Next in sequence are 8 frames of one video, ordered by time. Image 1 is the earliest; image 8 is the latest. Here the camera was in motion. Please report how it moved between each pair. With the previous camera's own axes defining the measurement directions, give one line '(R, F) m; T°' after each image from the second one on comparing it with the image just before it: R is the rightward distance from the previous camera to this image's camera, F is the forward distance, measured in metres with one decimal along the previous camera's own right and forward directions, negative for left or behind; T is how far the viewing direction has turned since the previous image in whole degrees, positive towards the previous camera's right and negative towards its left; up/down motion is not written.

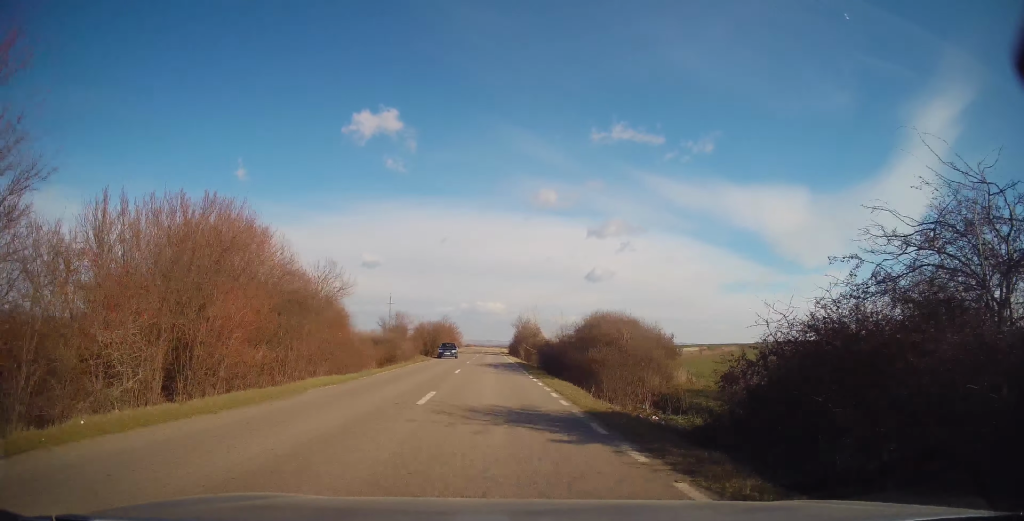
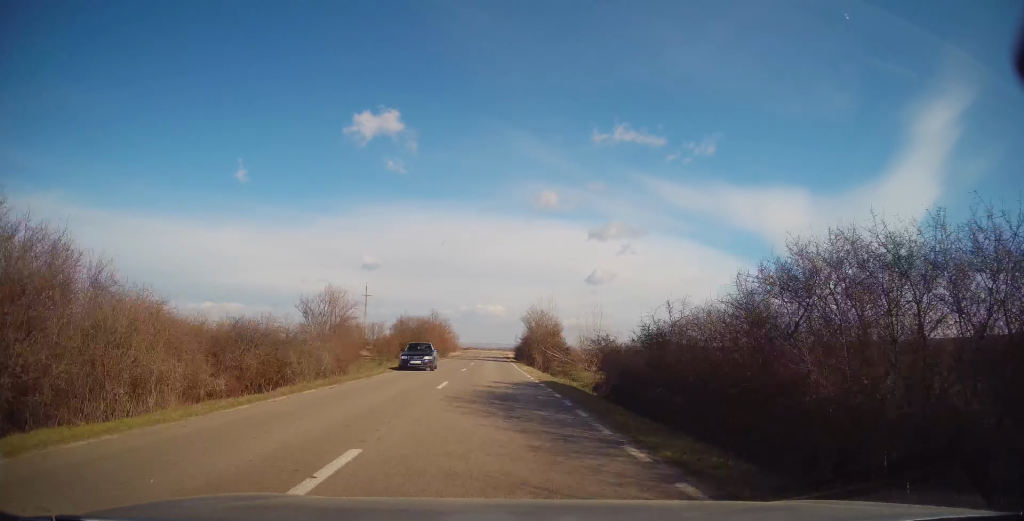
(0.0, +20.1) m; 0°
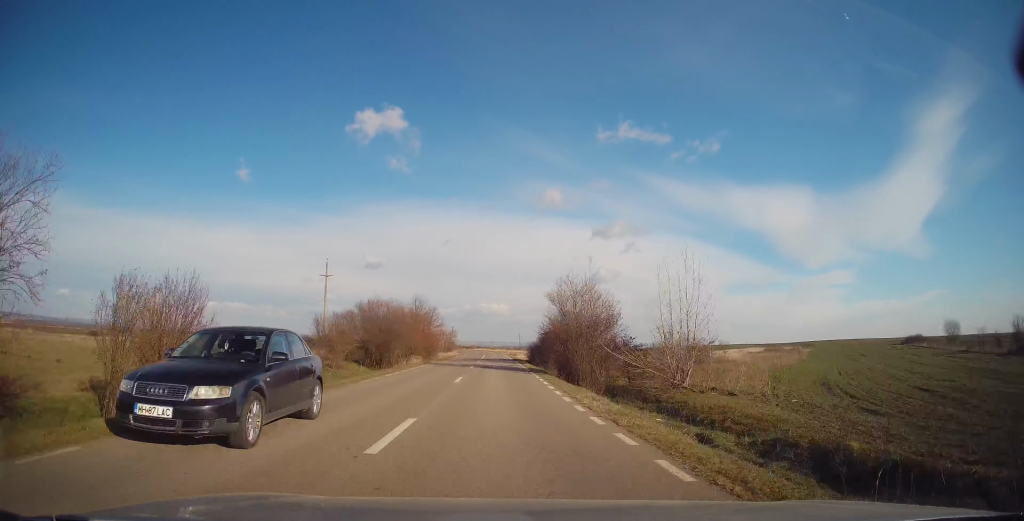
(0.0, +20.4) m; 0°
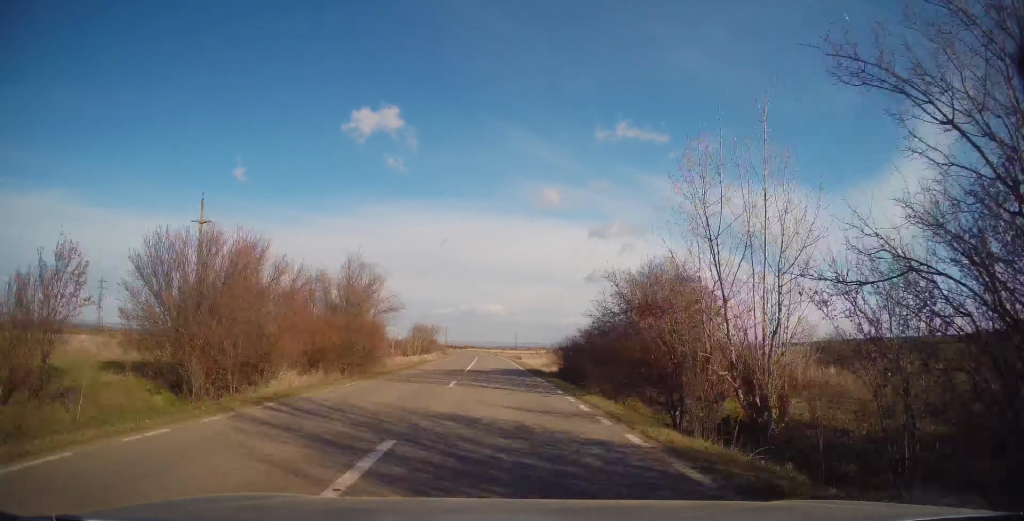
(+0.1, +26.4) m; 0°
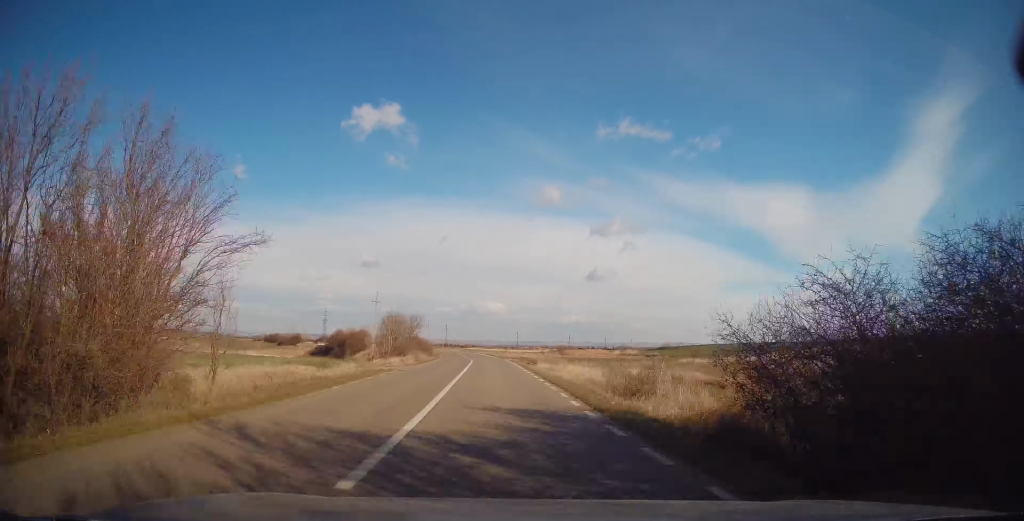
(0.0, +21.3) m; 0°
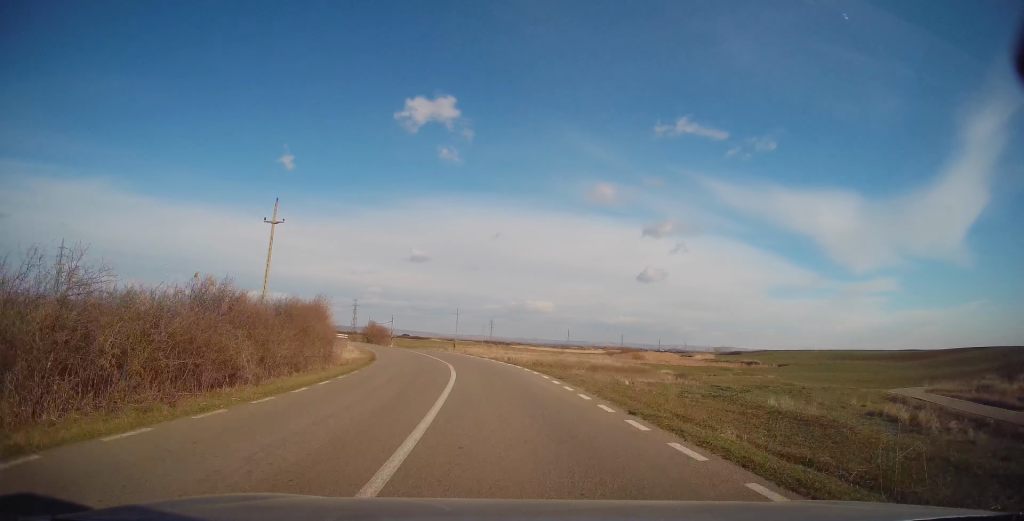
(-1.8, +58.7) m; -6°
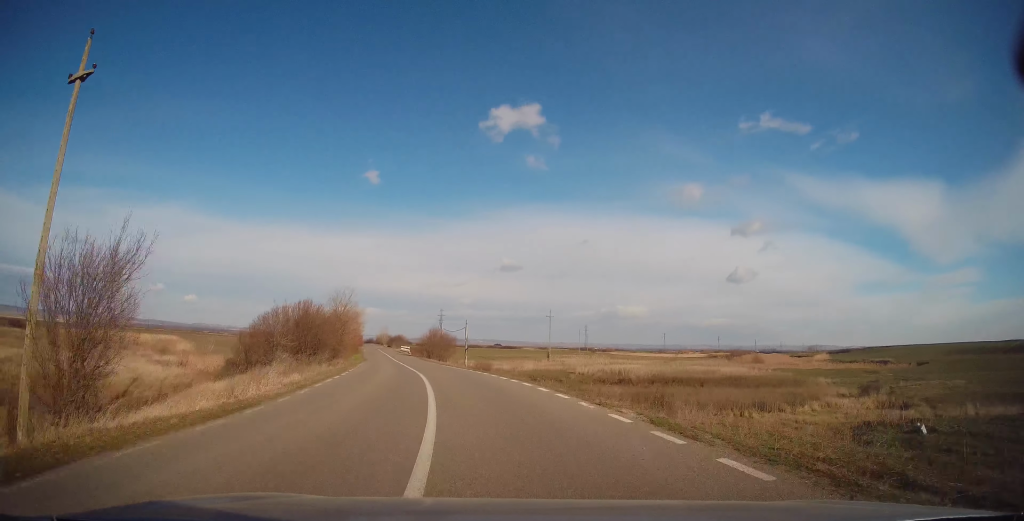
(-1.0, +27.0) m; -8°
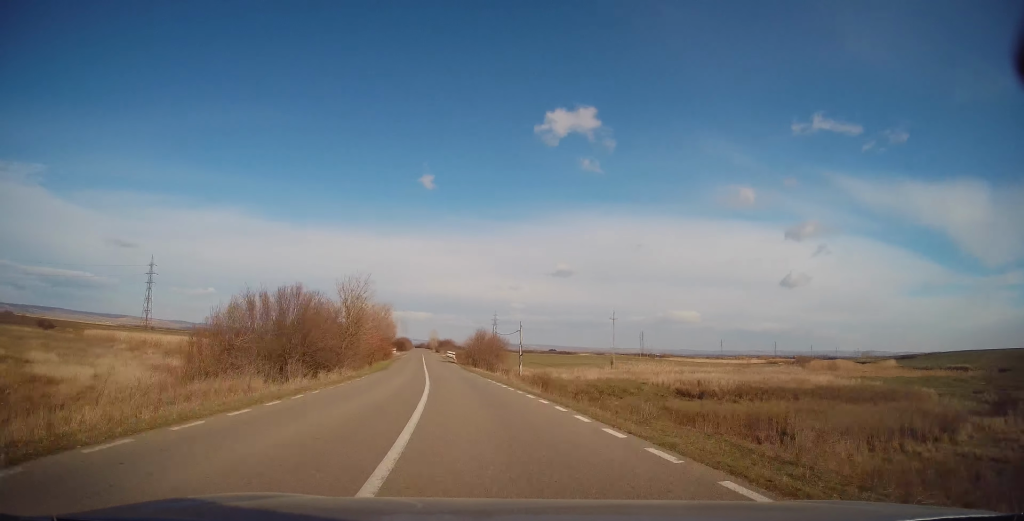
(-0.6, +12.4) m; -4°
